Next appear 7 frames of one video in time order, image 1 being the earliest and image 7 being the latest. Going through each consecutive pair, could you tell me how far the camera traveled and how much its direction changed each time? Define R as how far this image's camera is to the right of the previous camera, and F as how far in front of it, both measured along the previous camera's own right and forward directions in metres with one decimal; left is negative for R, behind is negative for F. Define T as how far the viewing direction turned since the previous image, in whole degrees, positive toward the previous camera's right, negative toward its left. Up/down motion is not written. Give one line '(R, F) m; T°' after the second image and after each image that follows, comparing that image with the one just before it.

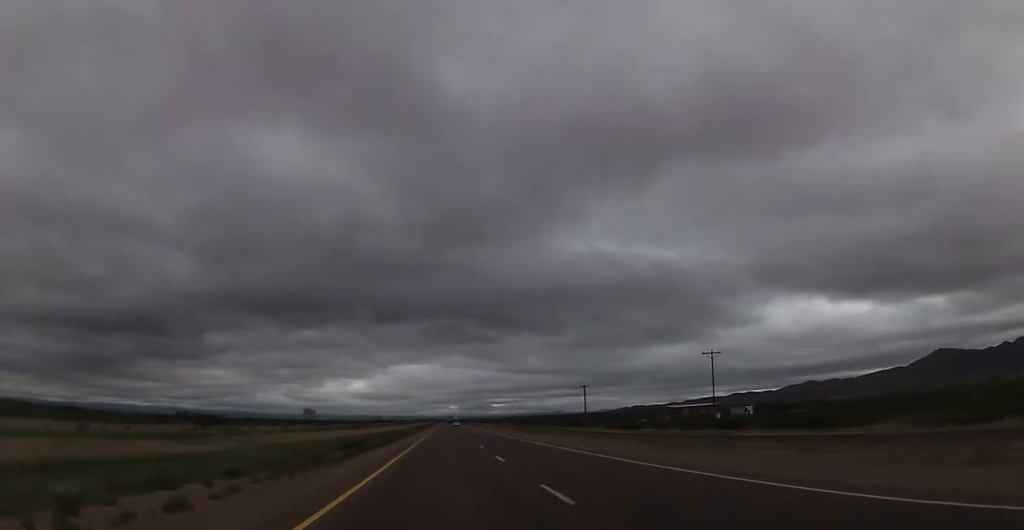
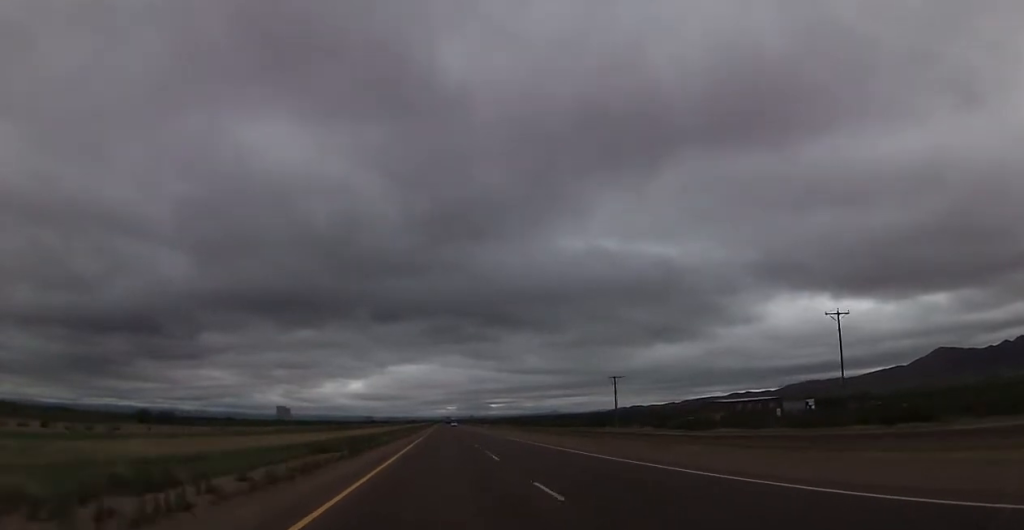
(-0.3, +36.2) m; 0°
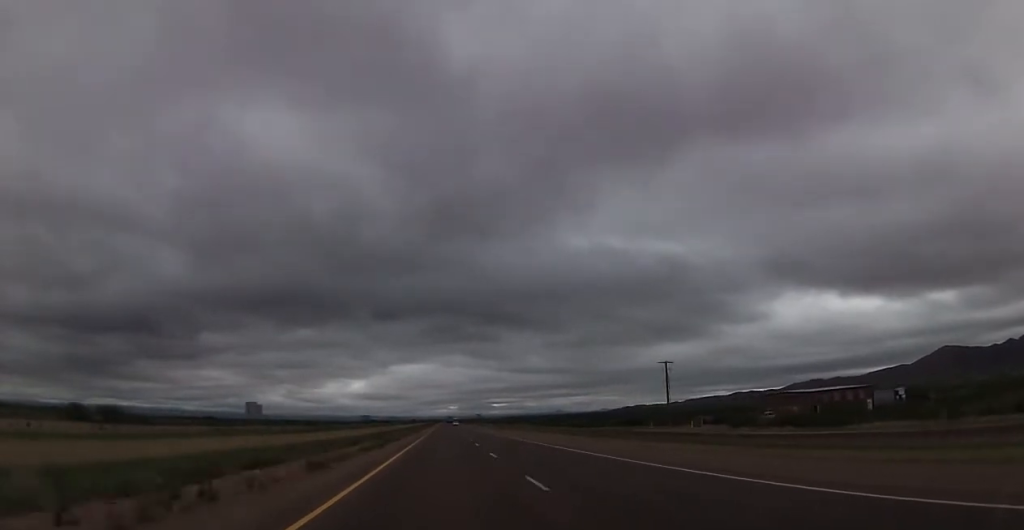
(+0.4, +35.0) m; +1°
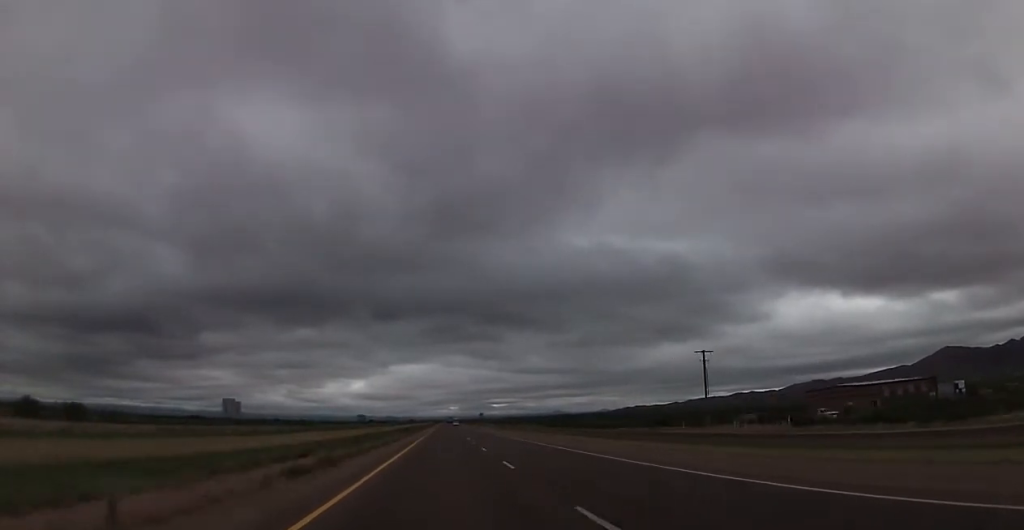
(0.0, +18.1) m; 0°
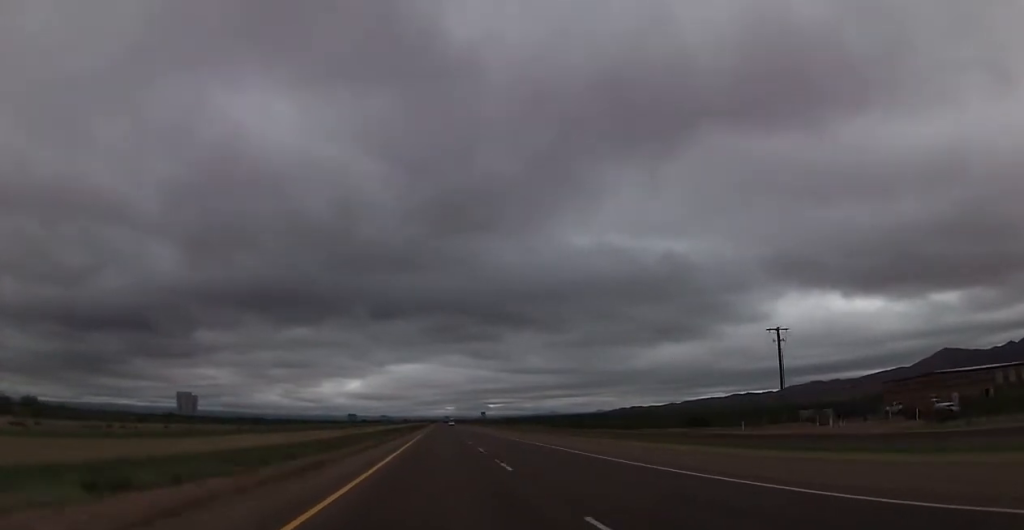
(0.0, +25.3) m; 0°
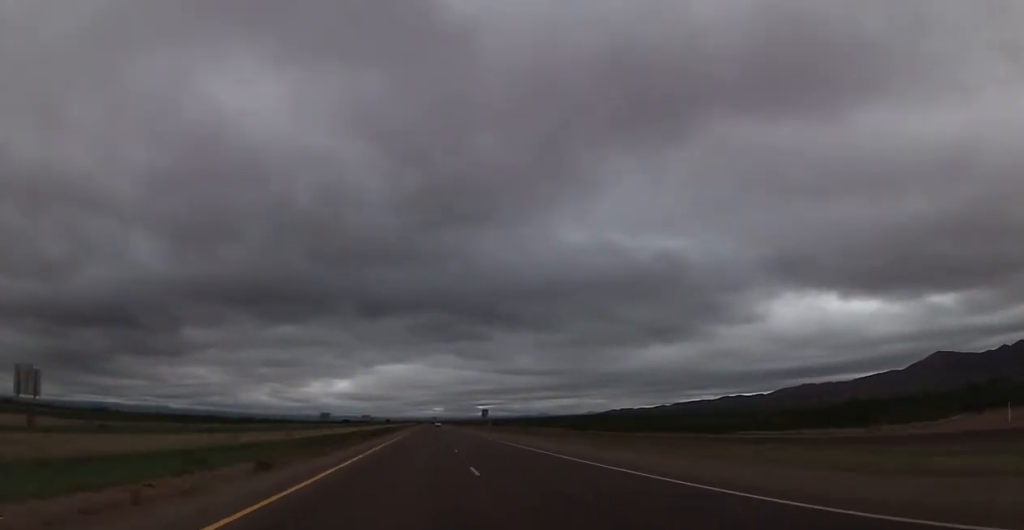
(+0.6, +50.5) m; 0°
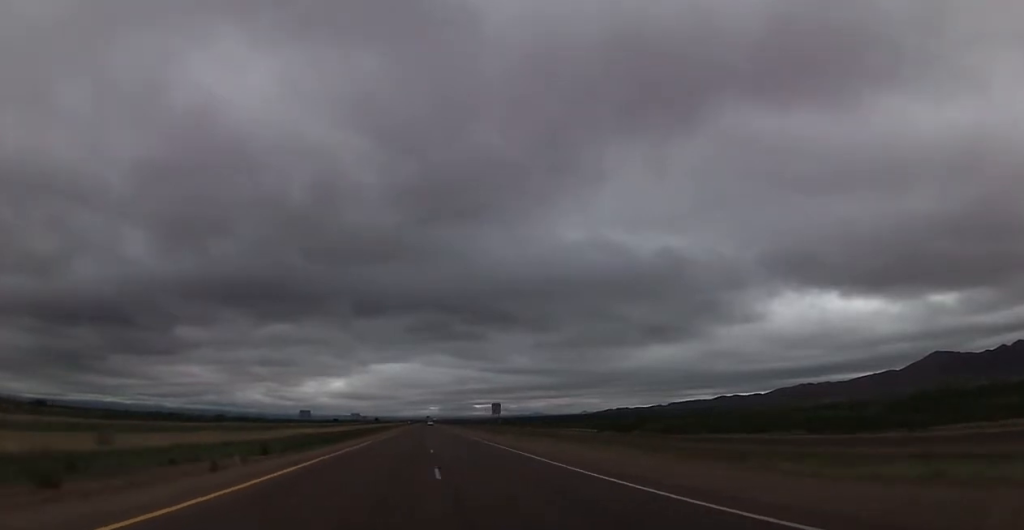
(-0.3, +37.3) m; 0°
